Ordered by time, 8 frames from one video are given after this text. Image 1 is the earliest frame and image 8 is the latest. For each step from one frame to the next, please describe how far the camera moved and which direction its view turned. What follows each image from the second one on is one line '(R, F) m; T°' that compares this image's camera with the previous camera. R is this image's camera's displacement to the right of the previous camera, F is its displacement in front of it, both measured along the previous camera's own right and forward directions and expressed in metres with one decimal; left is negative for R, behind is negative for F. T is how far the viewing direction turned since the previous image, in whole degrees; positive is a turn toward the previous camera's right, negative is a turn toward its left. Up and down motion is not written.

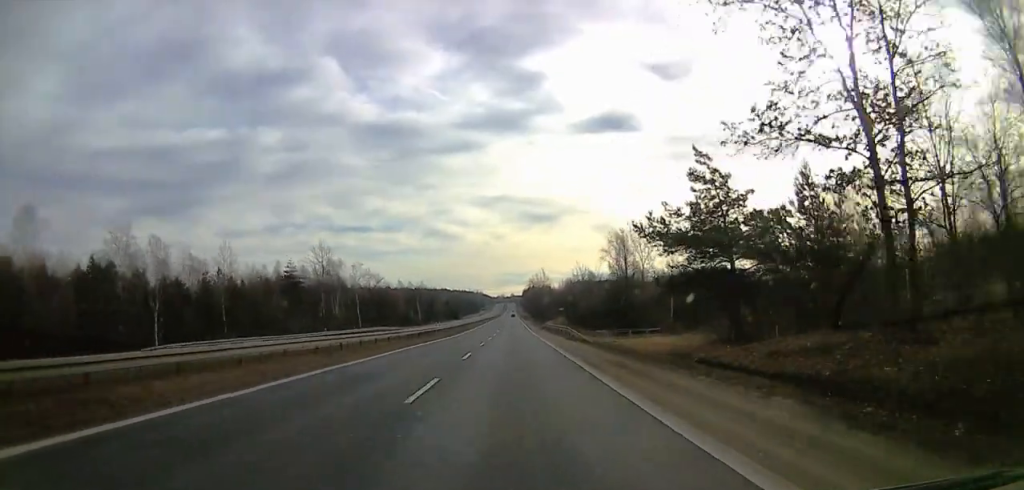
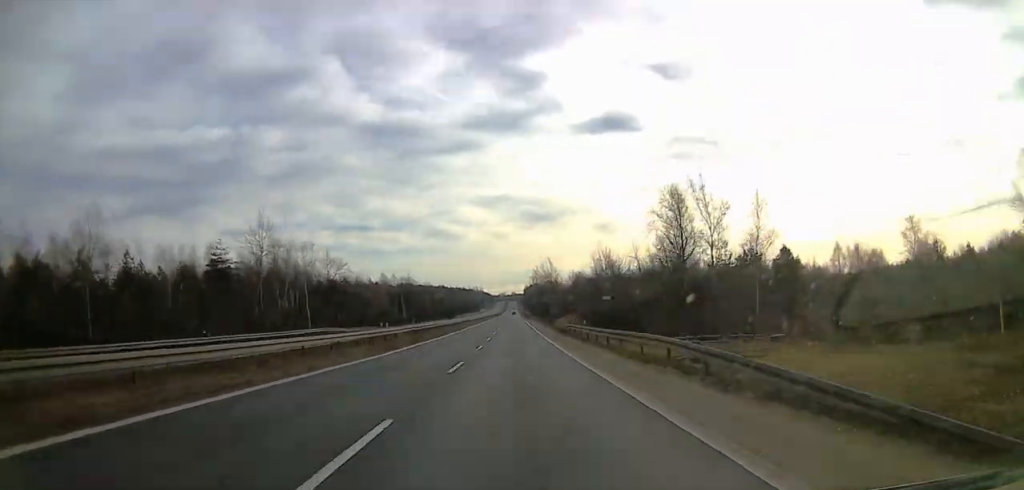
(-2.0, +30.4) m; -2°
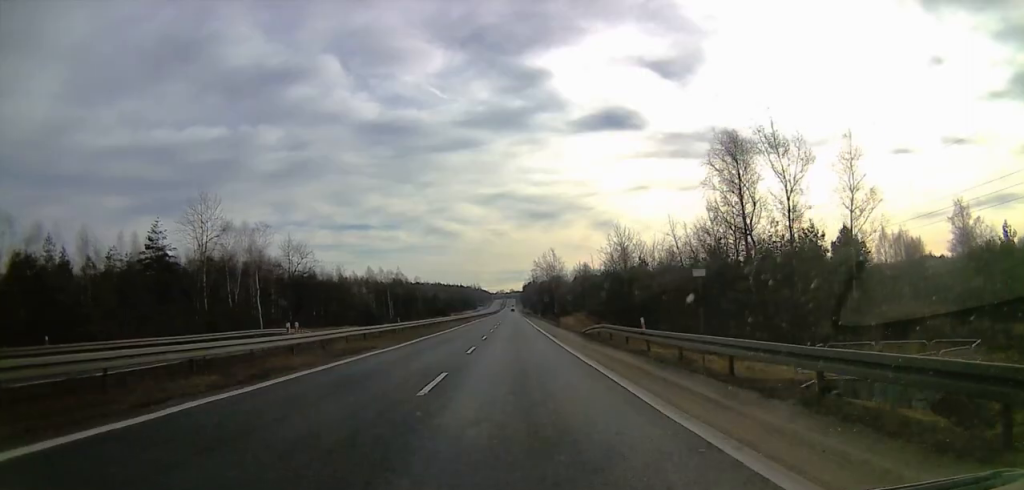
(+0.1, +17.2) m; +2°
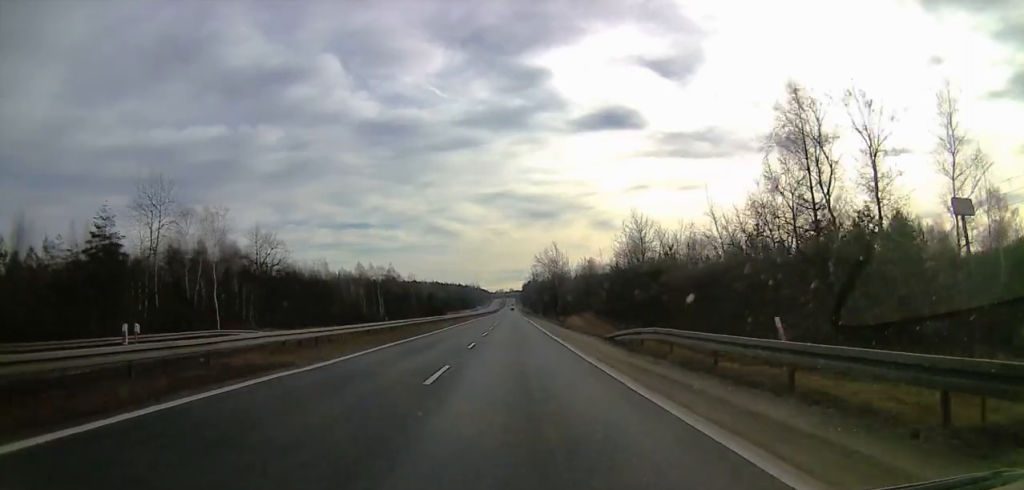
(+0.8, +11.0) m; 0°
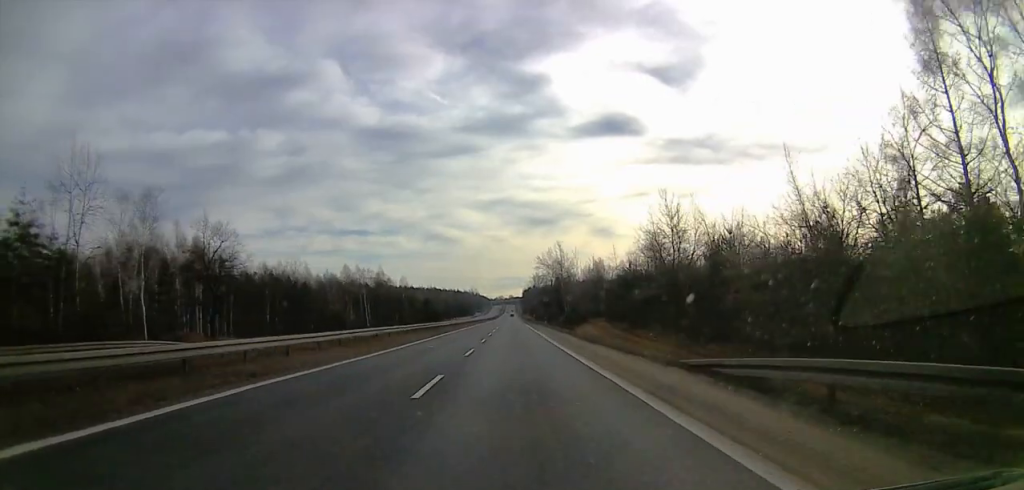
(+0.3, +13.4) m; -1°
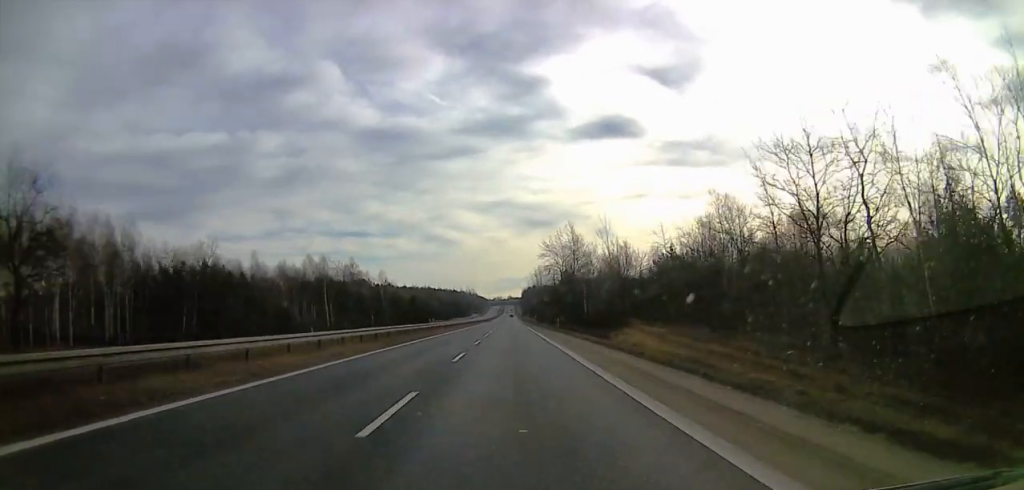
(-1.7, +28.4) m; -2°
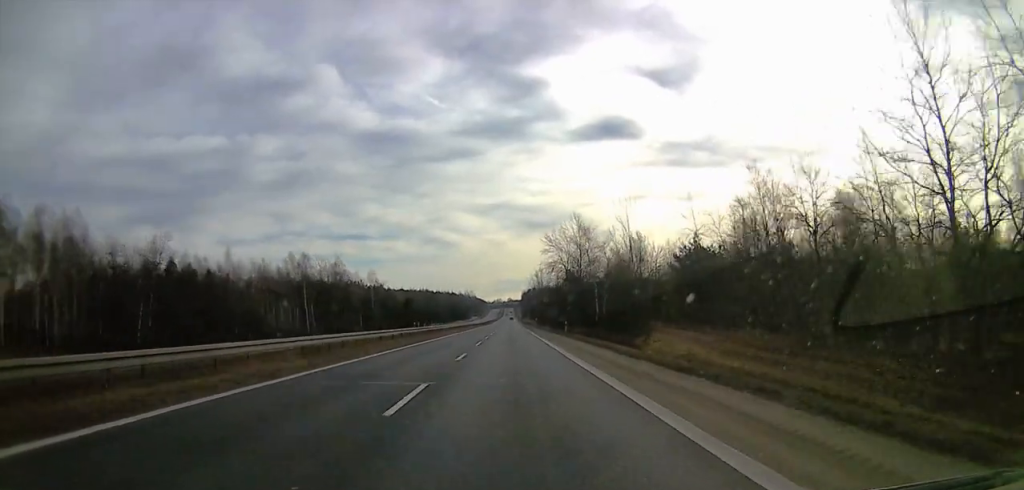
(-0.2, +10.3) m; +1°
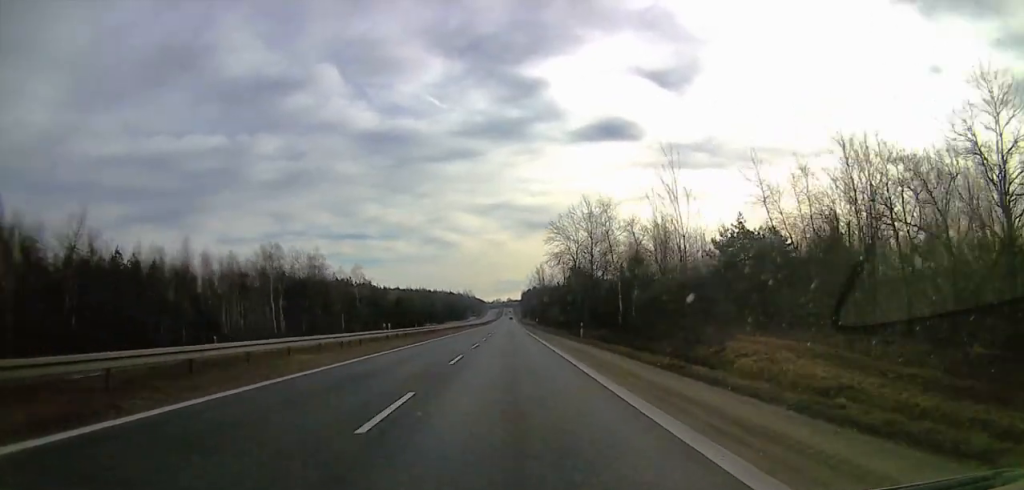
(+0.5, +13.4) m; +1°
